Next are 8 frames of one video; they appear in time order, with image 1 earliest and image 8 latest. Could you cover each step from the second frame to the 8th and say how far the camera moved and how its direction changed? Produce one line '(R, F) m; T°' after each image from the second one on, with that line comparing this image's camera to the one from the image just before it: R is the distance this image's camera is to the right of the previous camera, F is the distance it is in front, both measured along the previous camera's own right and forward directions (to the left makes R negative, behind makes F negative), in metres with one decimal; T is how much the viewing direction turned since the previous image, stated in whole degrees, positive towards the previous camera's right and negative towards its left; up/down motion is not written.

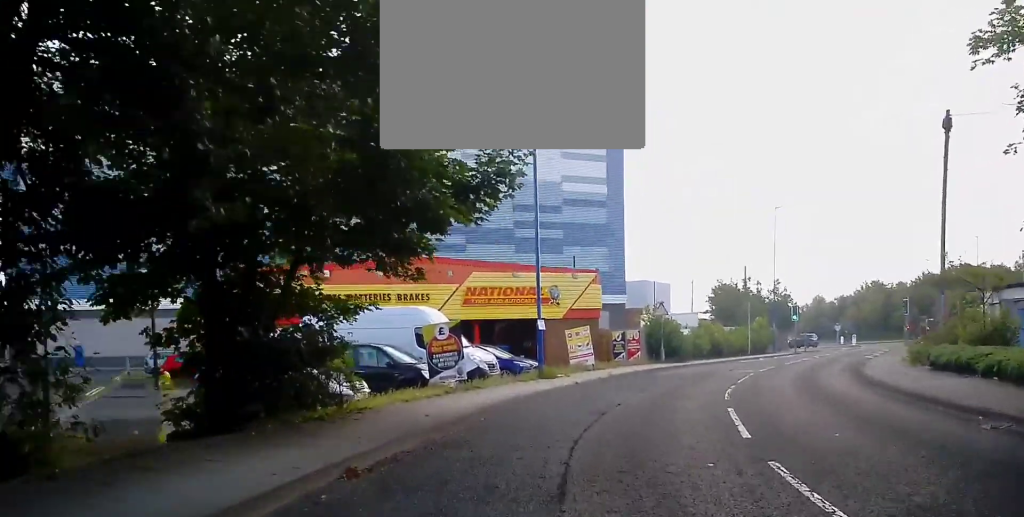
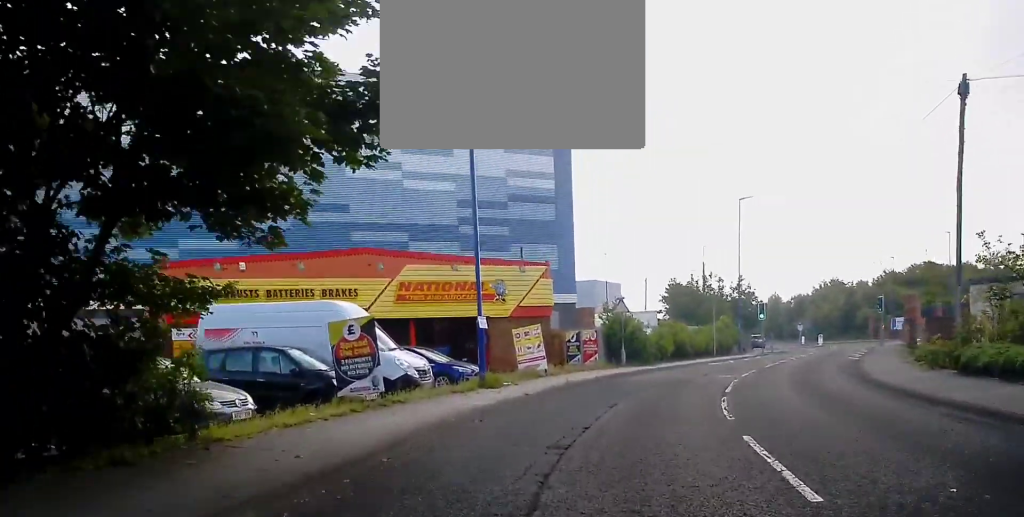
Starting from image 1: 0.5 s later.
(+0.2, +4.0) m; +2°
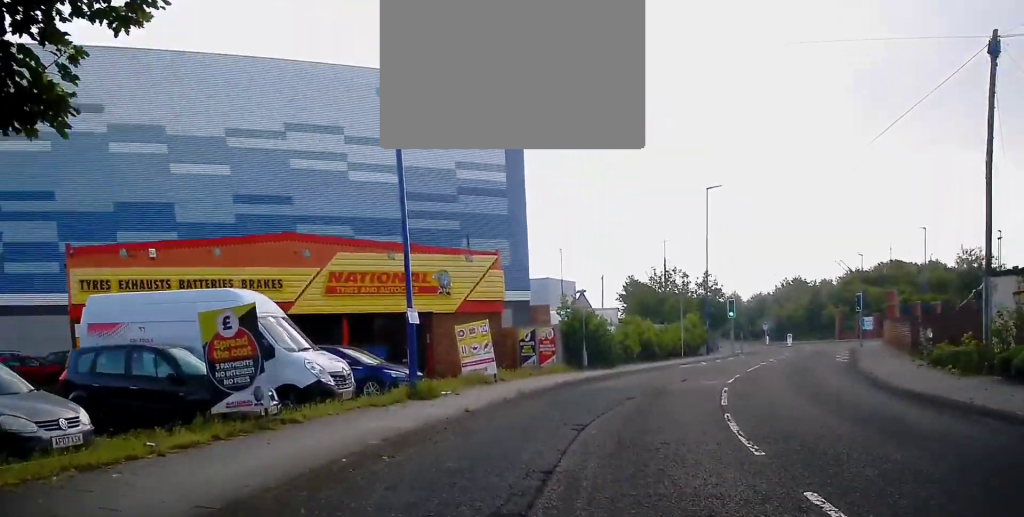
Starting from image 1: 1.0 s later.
(+0.2, +3.7) m; +2°
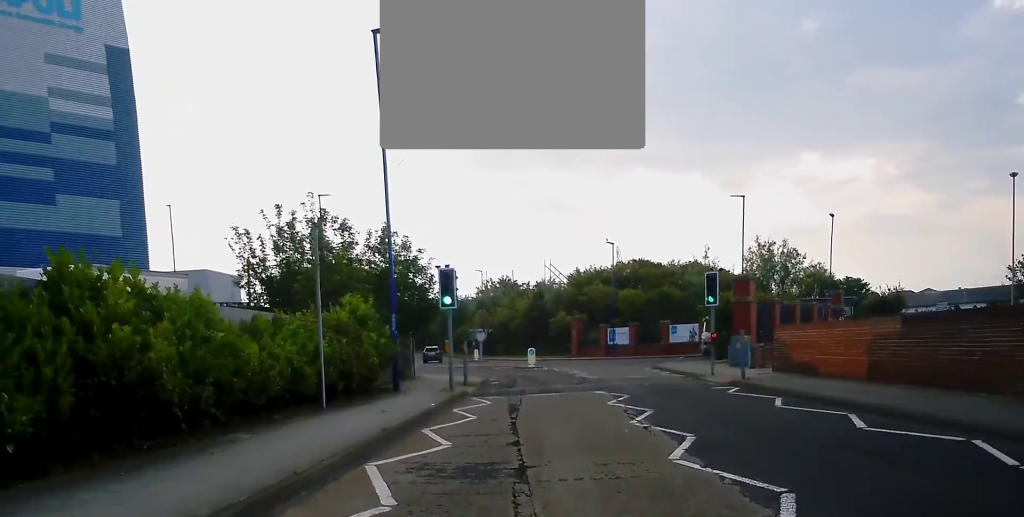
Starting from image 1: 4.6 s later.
(+4.8, +26.9) m; +20°
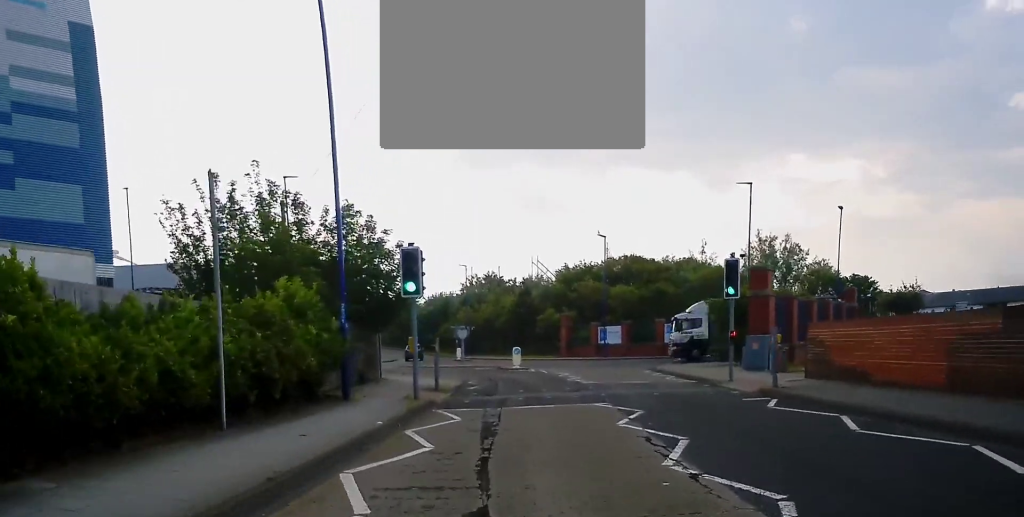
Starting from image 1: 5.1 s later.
(-0.1, +4.3) m; +3°
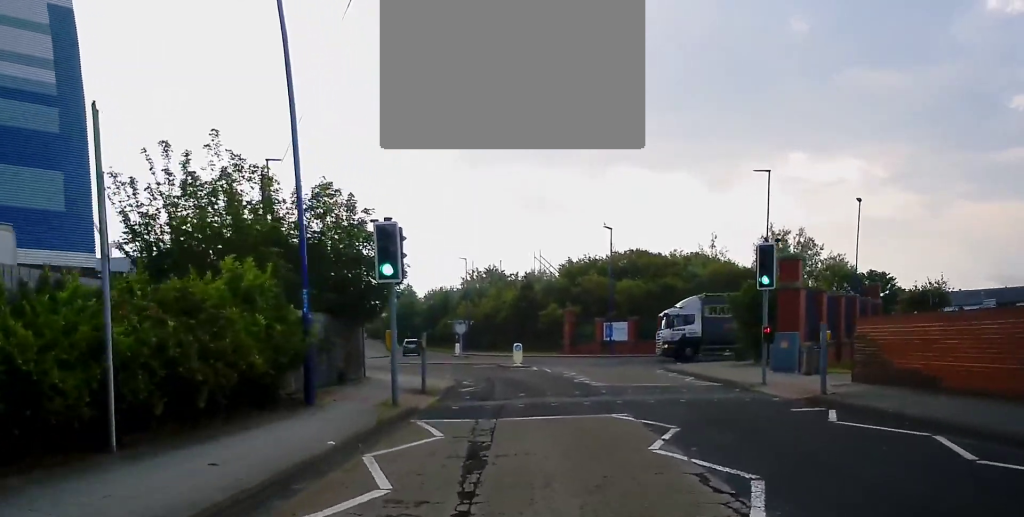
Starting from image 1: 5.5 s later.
(+0.3, +3.1) m; 0°
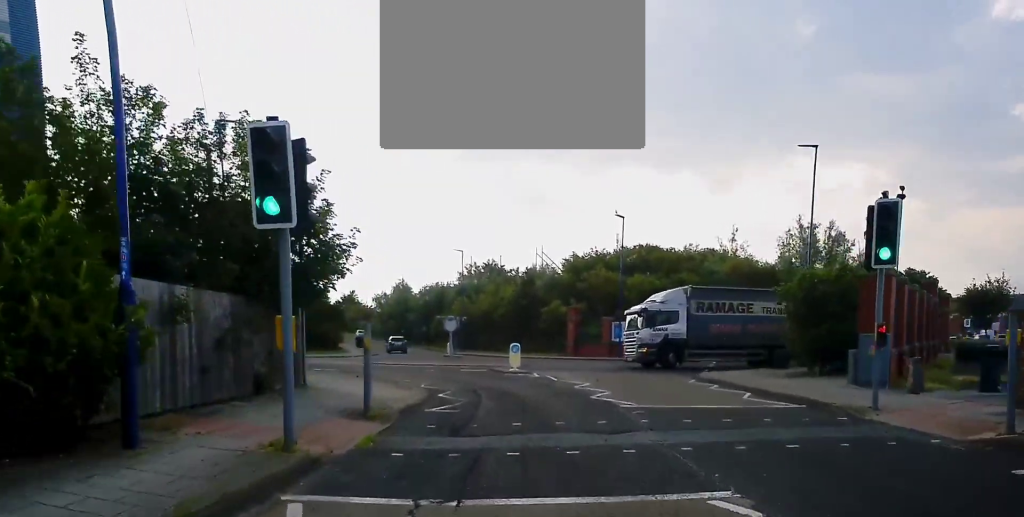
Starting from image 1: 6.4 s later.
(+0.2, +6.8) m; -1°
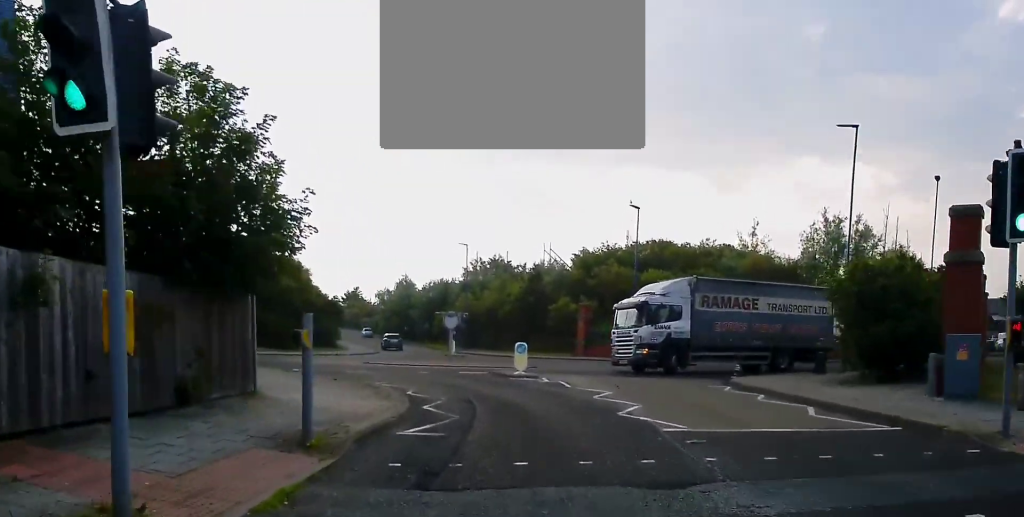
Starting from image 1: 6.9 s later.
(-0.2, +3.9) m; -2°
